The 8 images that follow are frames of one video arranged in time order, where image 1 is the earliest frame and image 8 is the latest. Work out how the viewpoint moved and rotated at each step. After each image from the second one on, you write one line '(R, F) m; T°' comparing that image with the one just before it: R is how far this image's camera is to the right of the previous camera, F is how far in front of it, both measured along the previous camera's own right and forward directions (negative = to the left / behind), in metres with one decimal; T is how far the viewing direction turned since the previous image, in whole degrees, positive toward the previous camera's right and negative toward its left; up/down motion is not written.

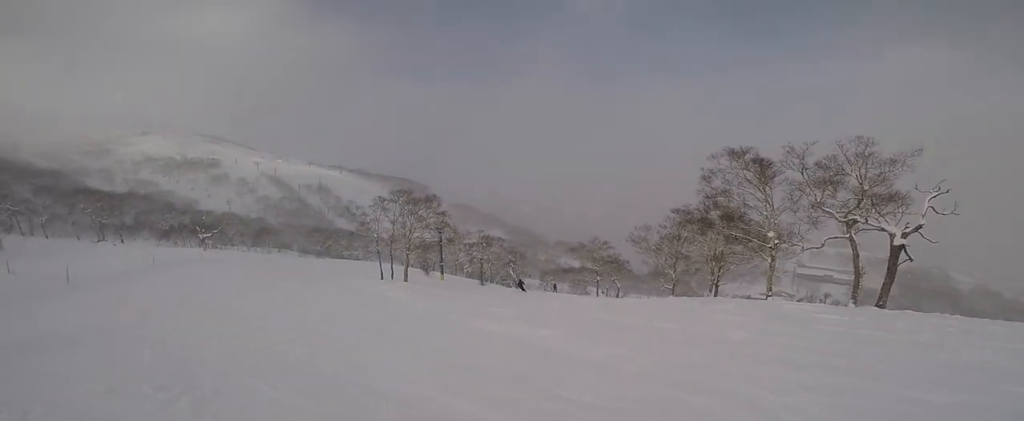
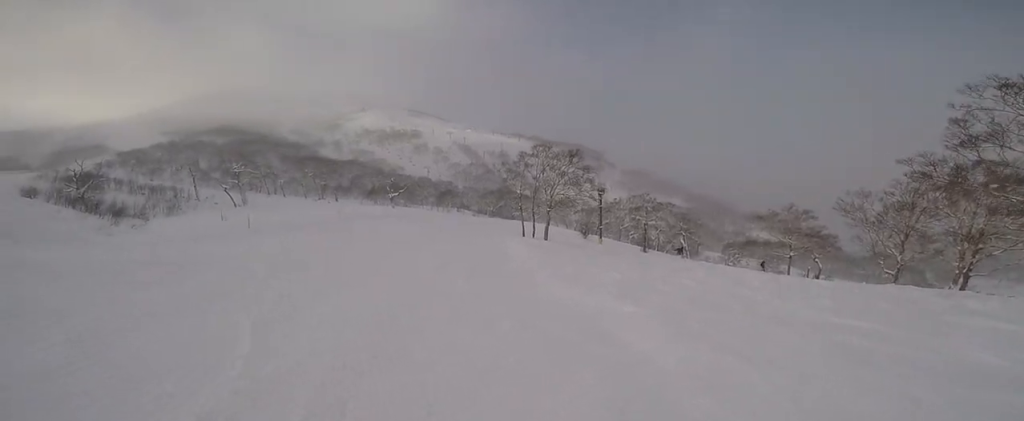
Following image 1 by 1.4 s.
(-2.2, +3.9) m; -58°
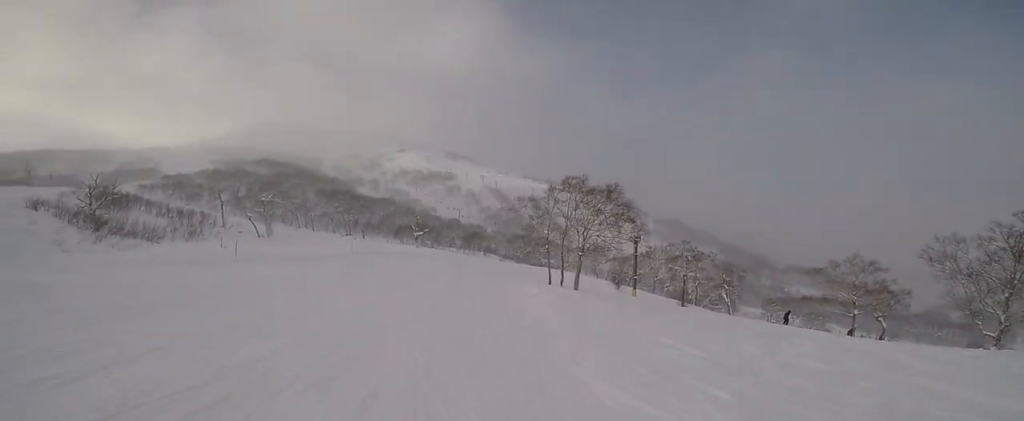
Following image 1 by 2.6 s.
(-1.3, +5.1) m; -23°
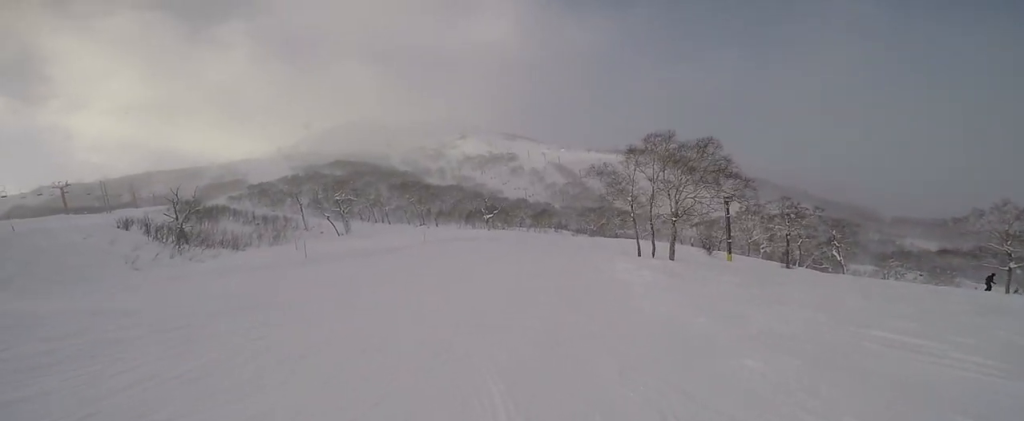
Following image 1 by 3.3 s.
(-0.5, +2.9) m; 0°
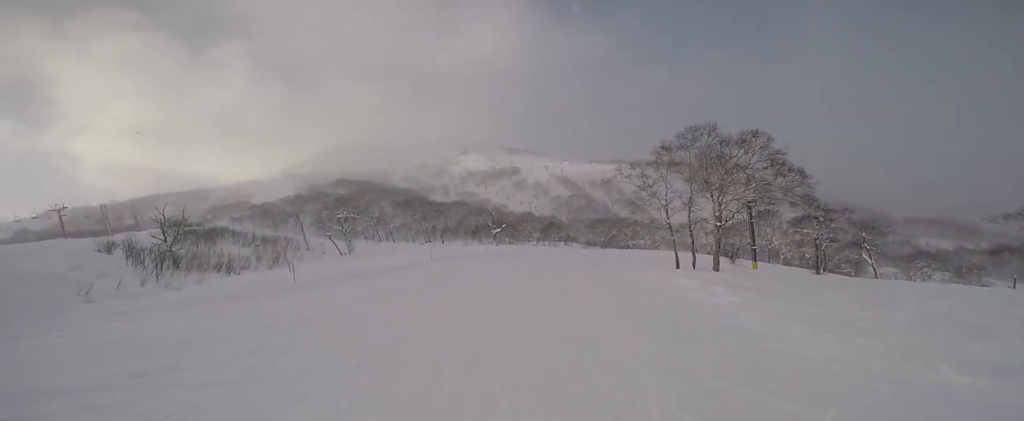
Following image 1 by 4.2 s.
(+0.4, +4.2) m; +6°
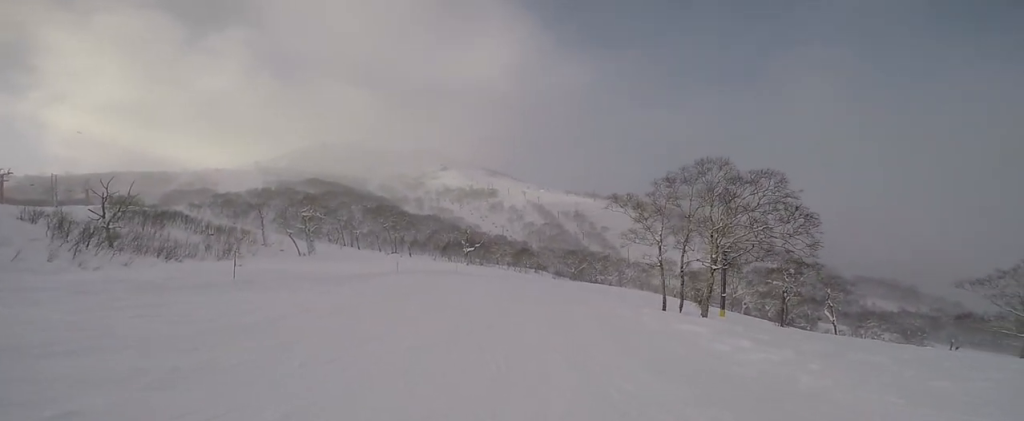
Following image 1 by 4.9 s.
(+0.1, +3.1) m; +5°
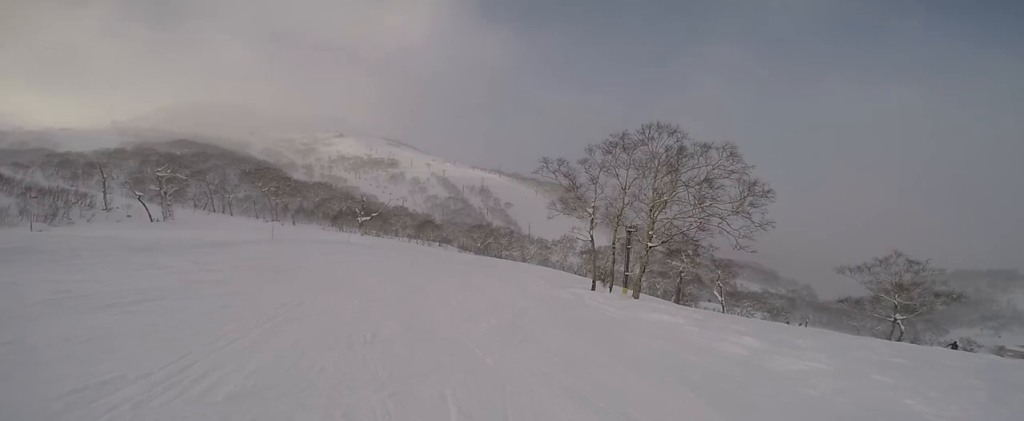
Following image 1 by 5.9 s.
(+0.3, +4.7) m; -3°
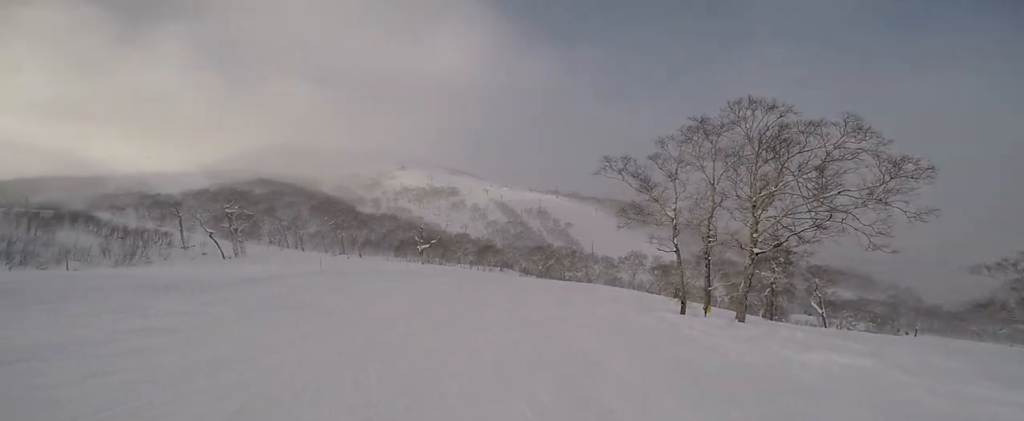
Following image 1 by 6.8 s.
(-0.1, +3.4) m; -9°
